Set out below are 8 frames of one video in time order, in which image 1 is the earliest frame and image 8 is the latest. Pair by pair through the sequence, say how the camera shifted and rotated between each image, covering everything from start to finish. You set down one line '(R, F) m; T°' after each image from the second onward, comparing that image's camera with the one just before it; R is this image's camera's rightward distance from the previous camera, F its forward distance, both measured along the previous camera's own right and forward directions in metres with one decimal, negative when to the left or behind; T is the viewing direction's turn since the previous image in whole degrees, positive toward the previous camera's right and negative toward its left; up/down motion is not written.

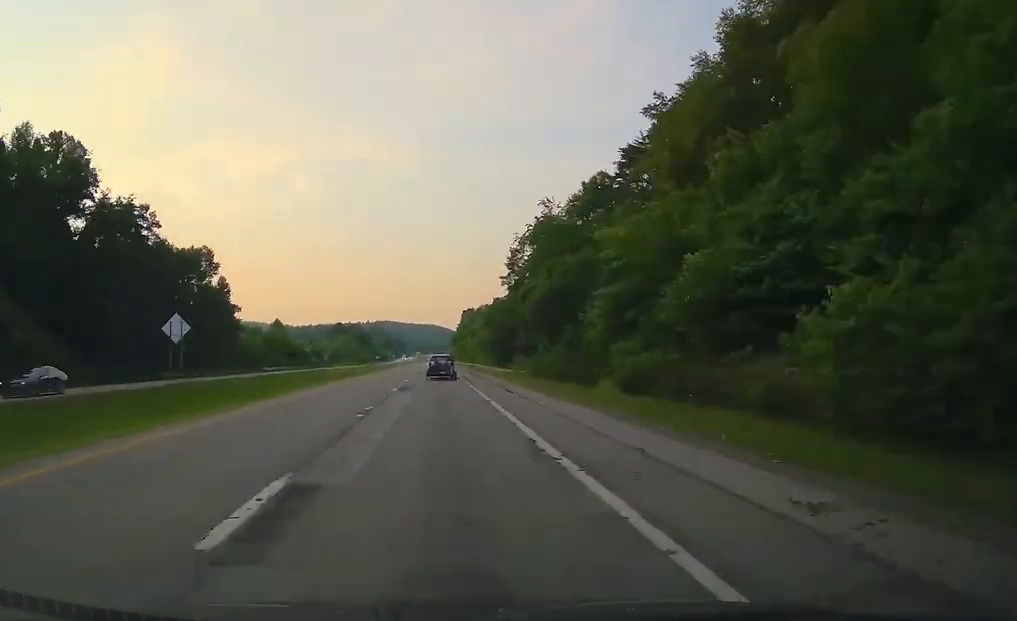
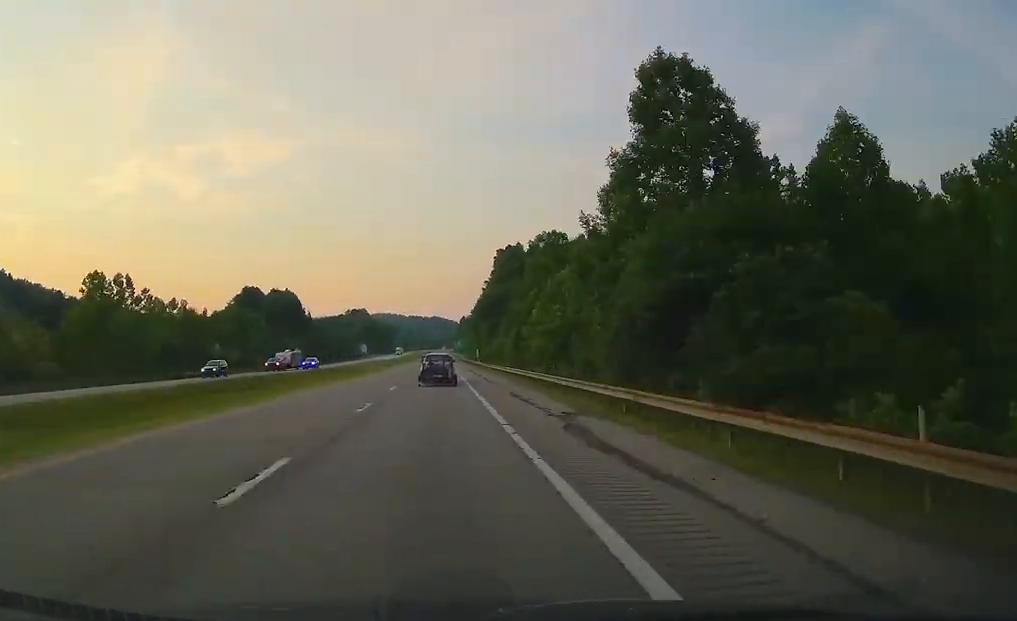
(+0.3, +205.8) m; 0°
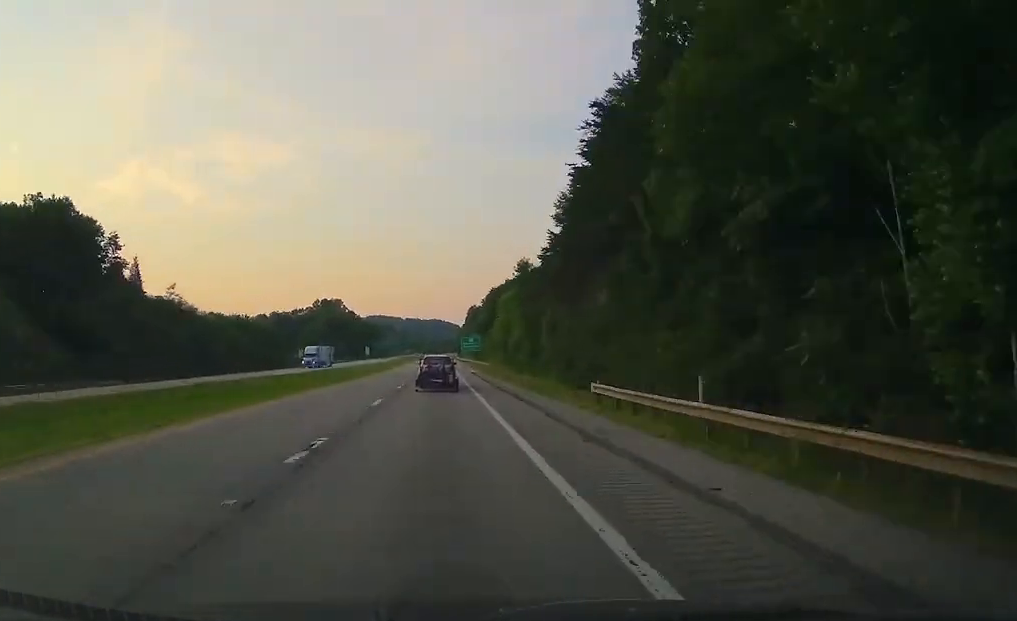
(-0.1, +133.9) m; 0°
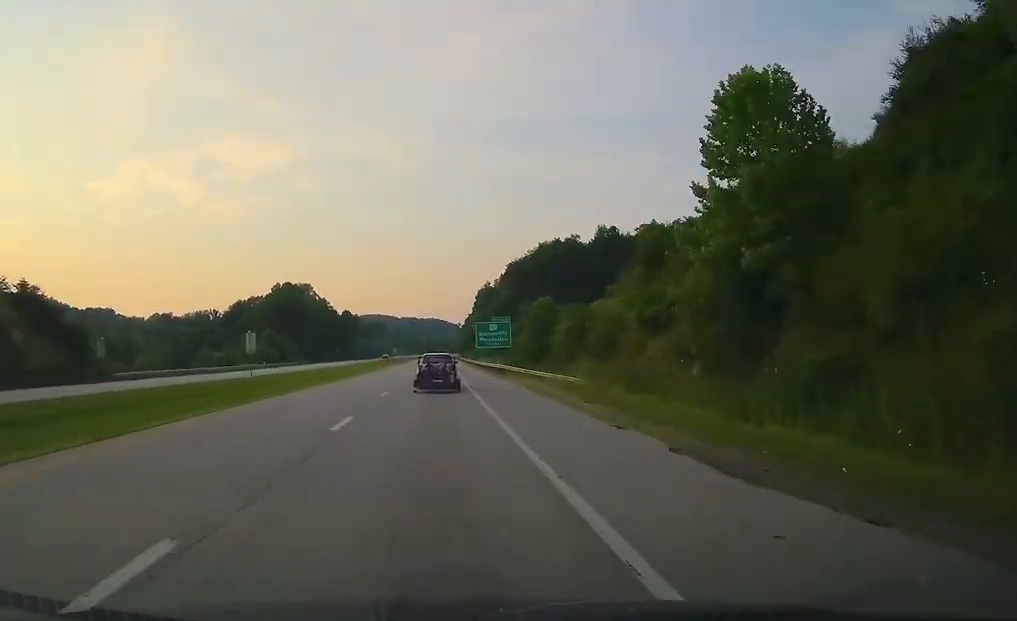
(-0.1, +94.2) m; 0°
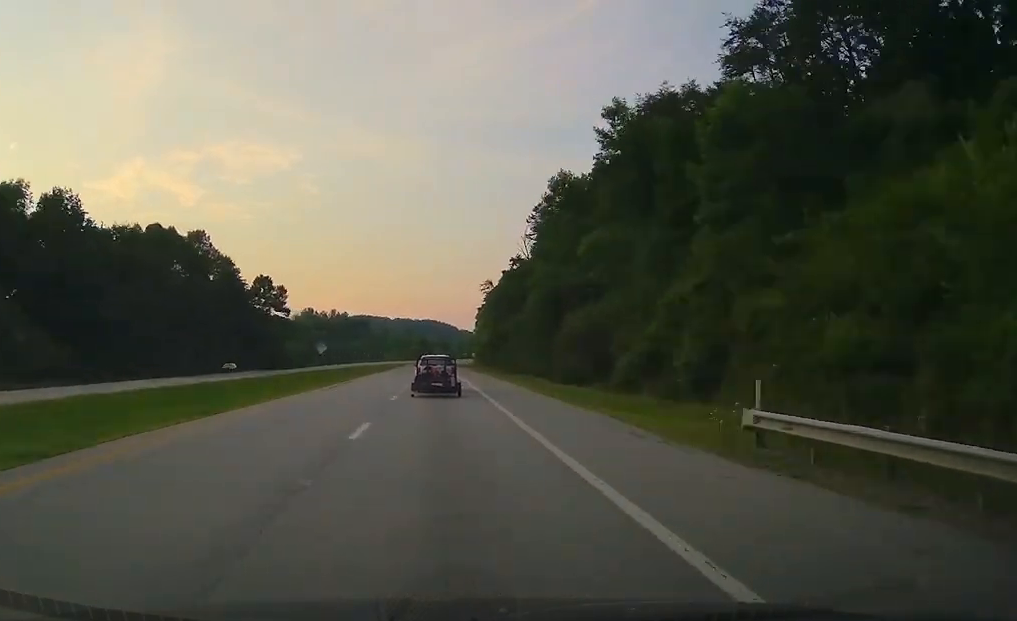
(+0.1, +148.7) m; 0°
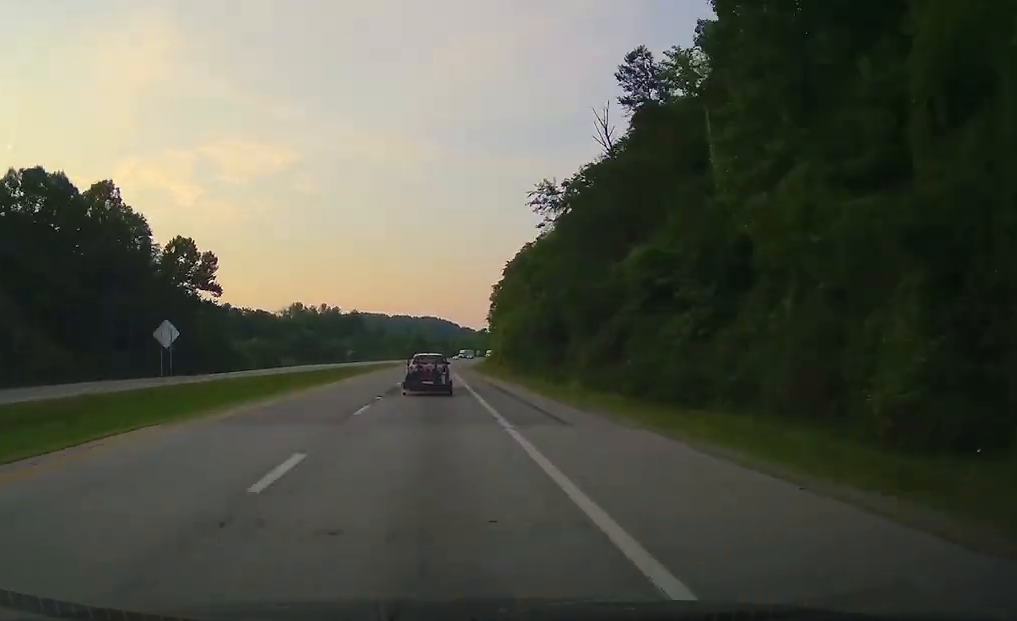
(+0.2, +55.0) m; +1°
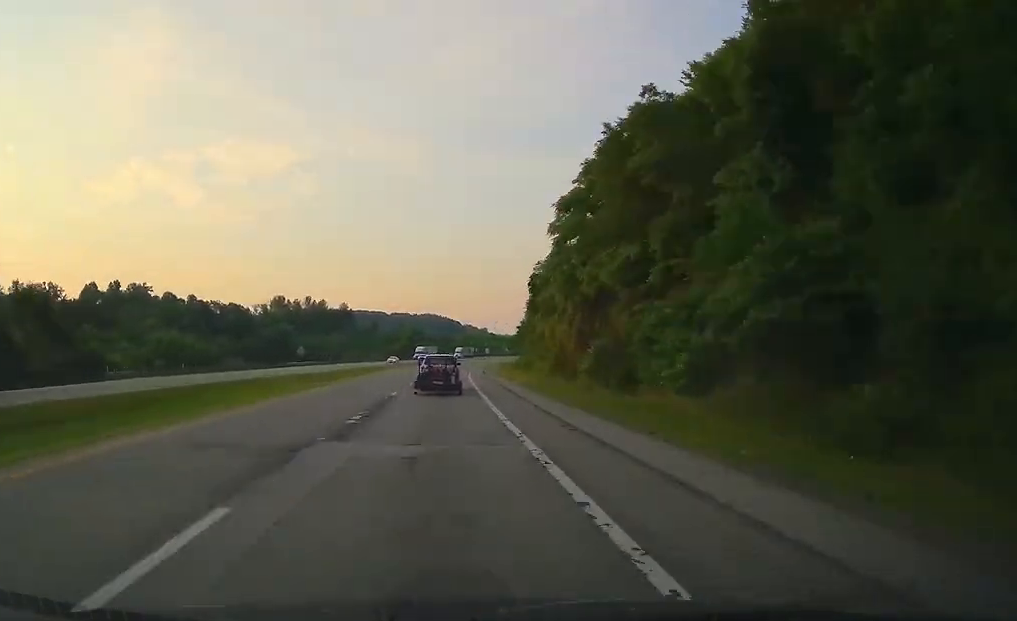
(-0.7, +71.8) m; +2°
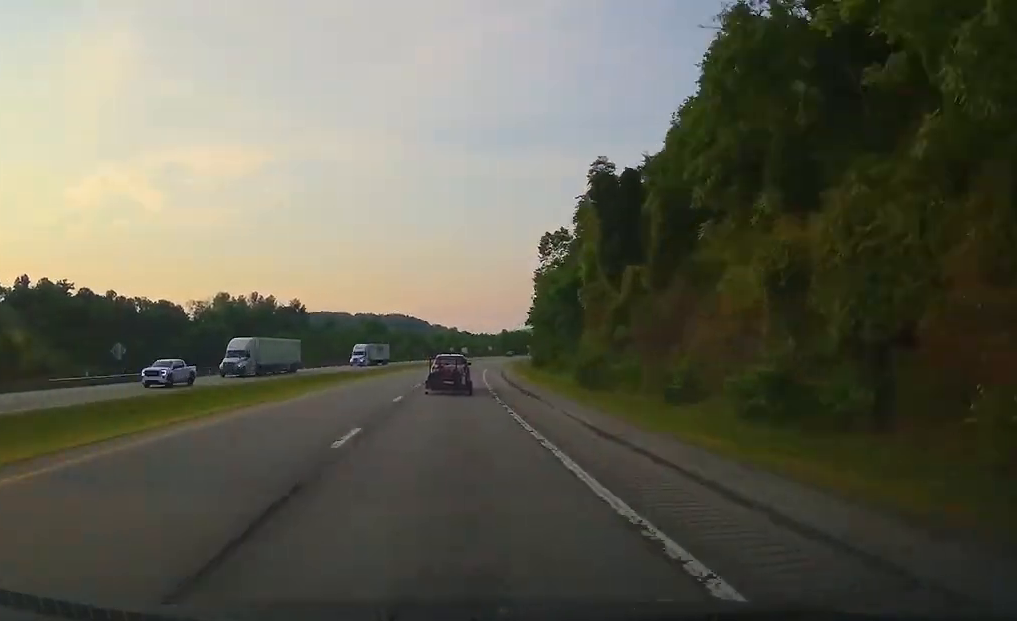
(+2.3, +68.1) m; +3°
